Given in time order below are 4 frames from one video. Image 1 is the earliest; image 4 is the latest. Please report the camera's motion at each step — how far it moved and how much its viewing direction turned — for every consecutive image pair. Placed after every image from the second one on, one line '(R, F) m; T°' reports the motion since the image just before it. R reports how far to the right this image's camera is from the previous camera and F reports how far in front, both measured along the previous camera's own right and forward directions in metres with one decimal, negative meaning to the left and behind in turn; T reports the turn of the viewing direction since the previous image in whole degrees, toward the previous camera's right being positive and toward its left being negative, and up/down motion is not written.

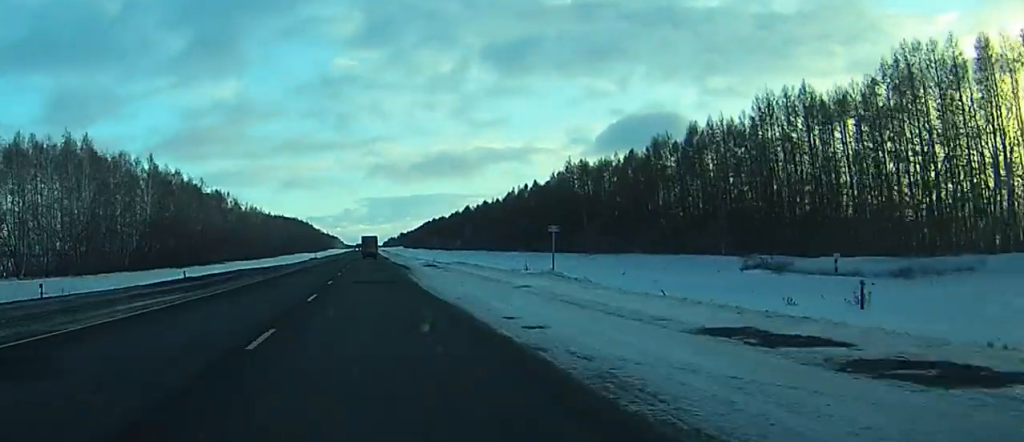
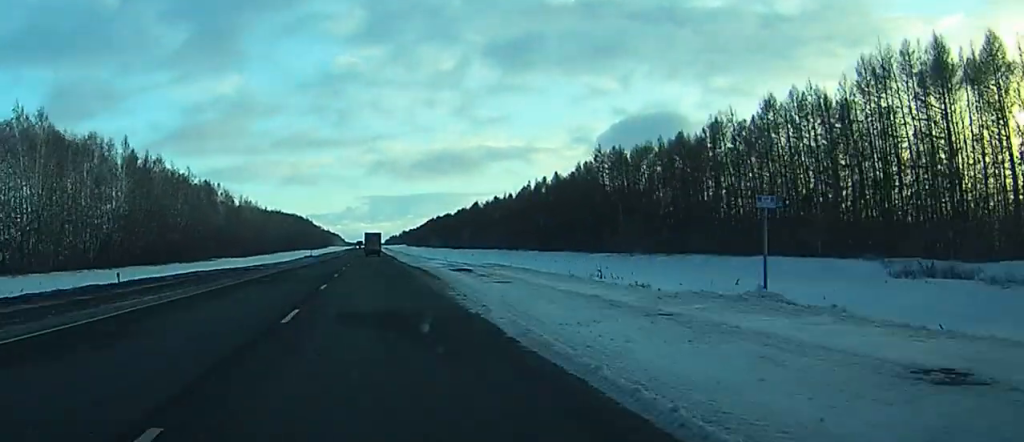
(0.0, +20.1) m; 0°
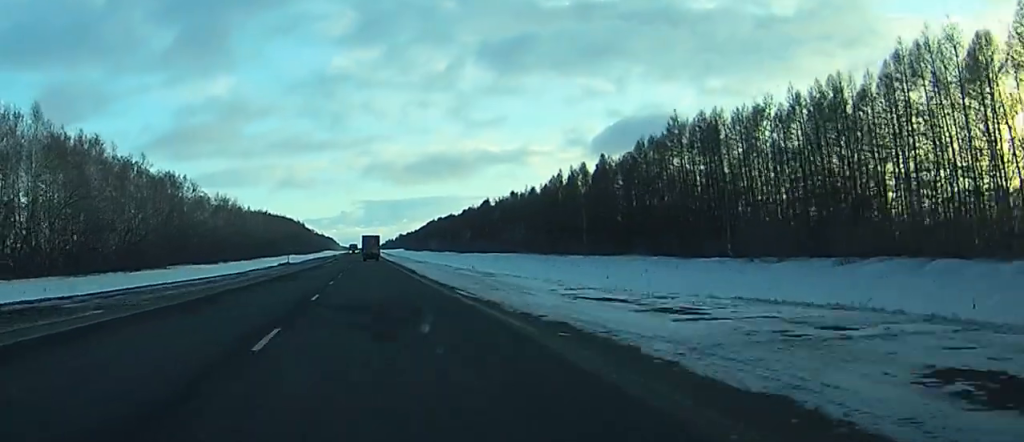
(-0.1, +40.0) m; 0°
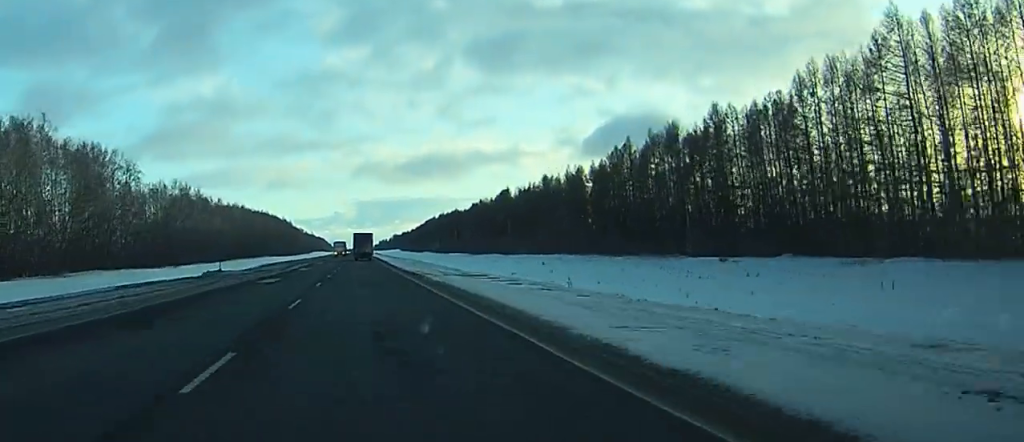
(+0.2, +51.7) m; 0°
